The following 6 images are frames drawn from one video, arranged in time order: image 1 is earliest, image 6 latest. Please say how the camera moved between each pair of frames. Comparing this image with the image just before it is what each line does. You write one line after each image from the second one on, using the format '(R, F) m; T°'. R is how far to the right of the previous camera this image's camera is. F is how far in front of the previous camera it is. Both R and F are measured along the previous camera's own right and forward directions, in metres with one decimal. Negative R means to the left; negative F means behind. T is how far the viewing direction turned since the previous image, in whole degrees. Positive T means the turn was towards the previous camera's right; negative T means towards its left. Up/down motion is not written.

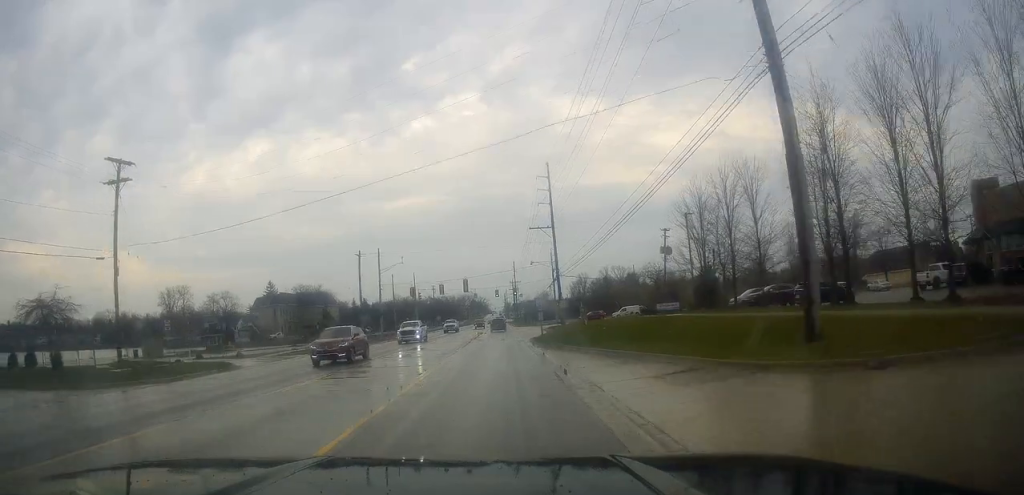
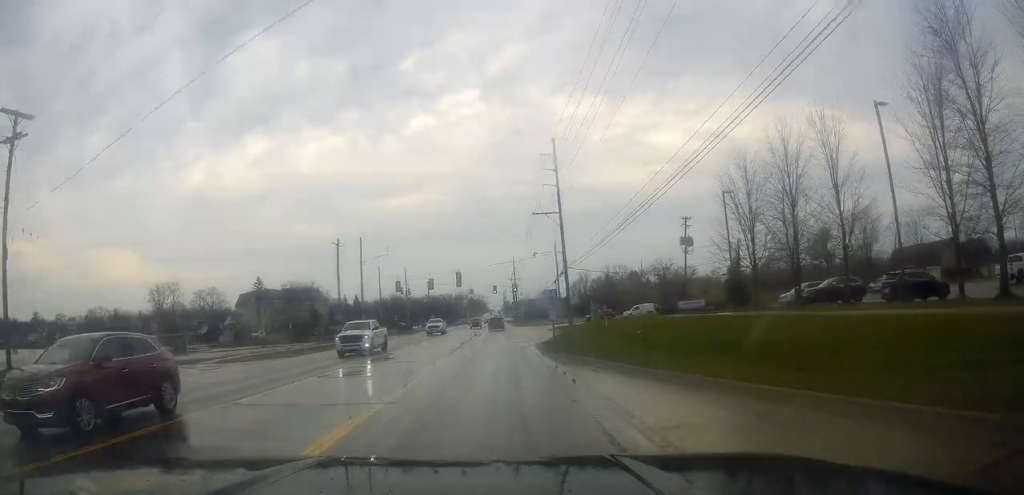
(-0.4, +10.0) m; 0°
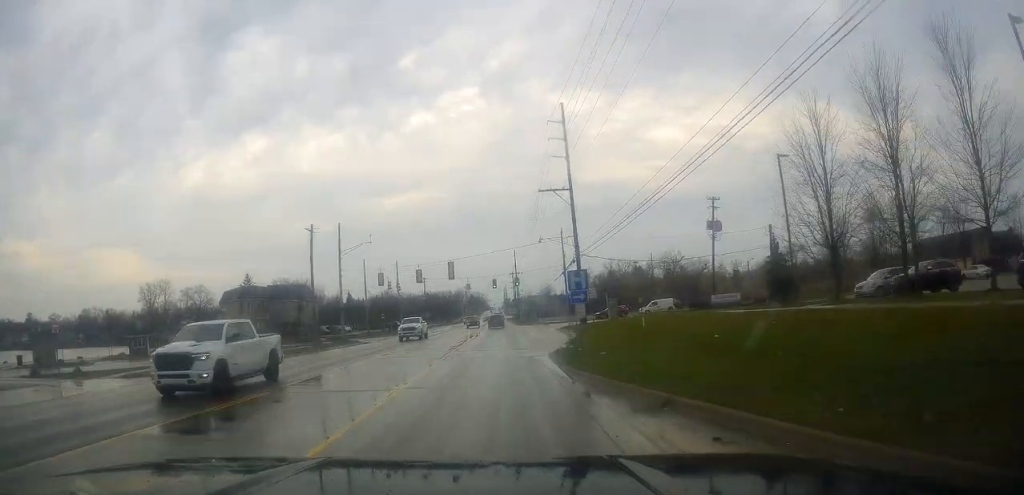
(-0.1, +9.9) m; +1°
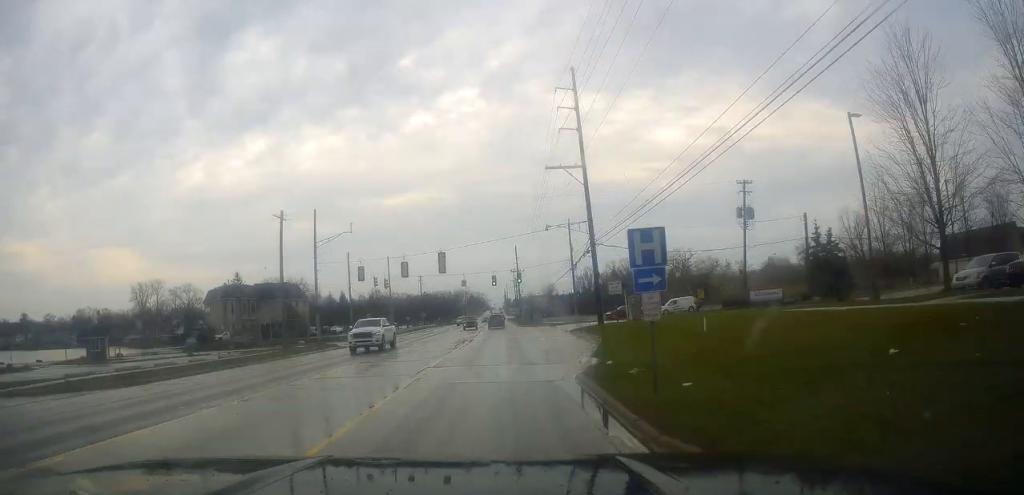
(+0.3, +8.6) m; +1°
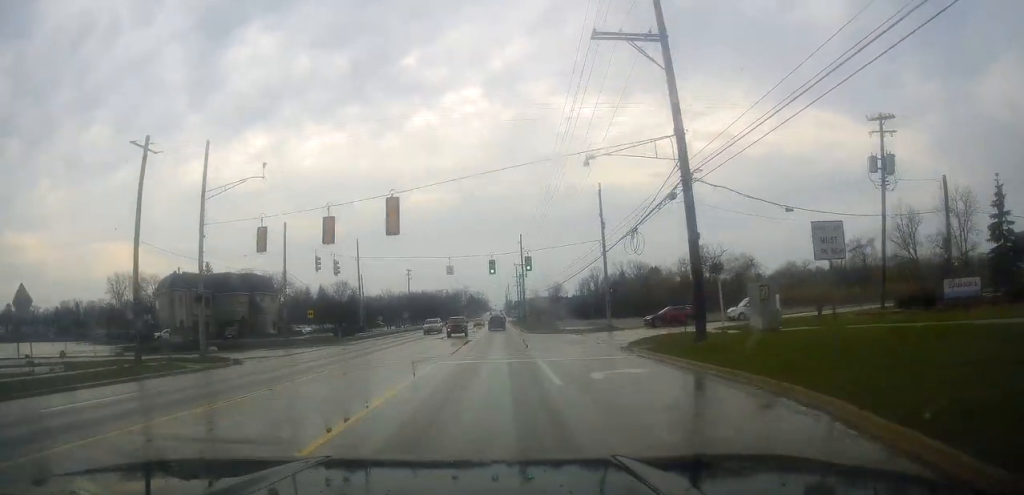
(+0.3, +22.0) m; 0°
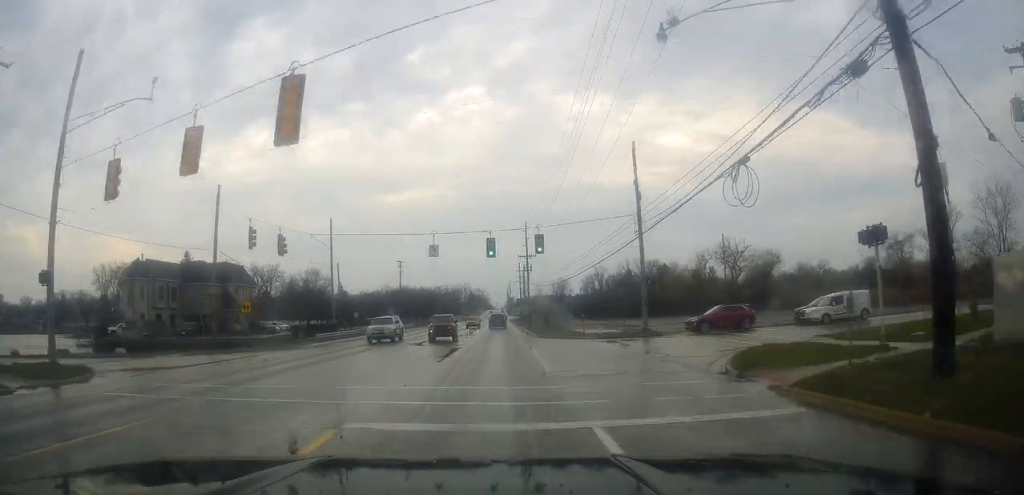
(-0.2, +12.8) m; 0°
